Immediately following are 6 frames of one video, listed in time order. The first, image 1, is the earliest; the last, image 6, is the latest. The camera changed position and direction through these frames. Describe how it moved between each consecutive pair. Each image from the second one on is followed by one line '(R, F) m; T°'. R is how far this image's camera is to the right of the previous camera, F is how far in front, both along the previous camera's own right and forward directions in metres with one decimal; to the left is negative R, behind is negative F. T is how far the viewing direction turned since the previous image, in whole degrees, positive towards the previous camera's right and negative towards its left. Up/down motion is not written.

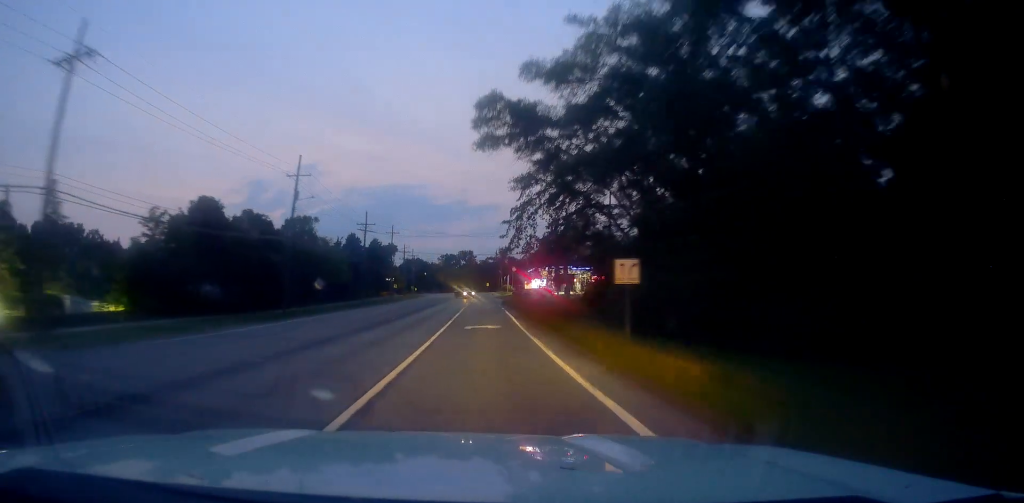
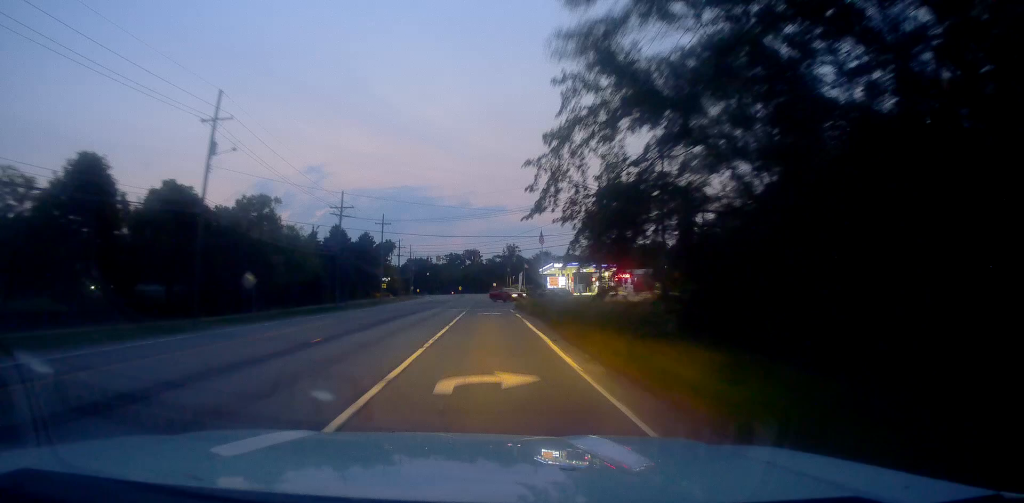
(+0.5, +19.7) m; 0°
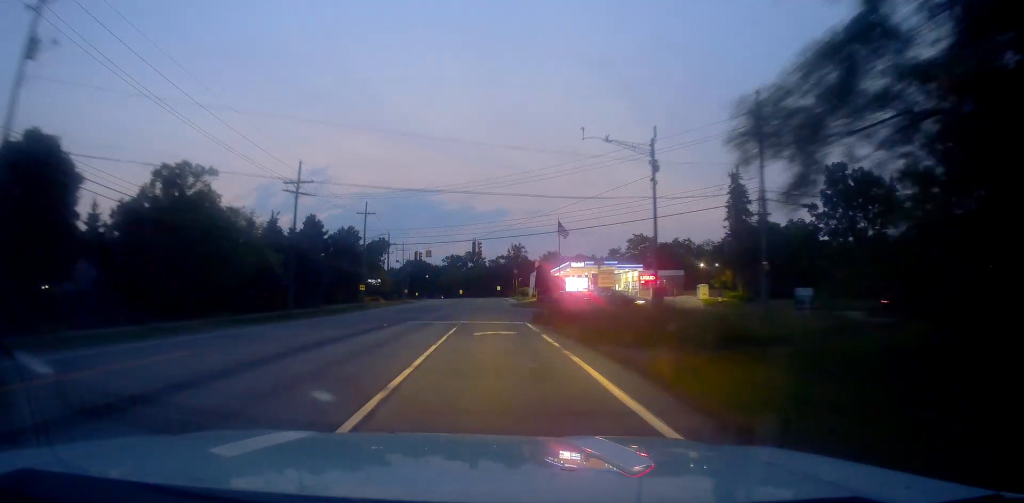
(-0.5, +19.3) m; -2°
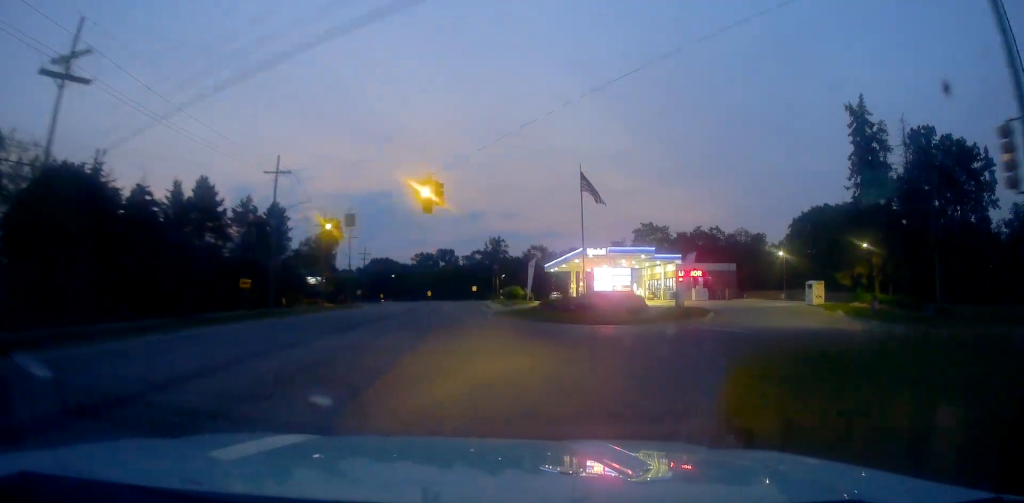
(-0.2, +41.5) m; 0°
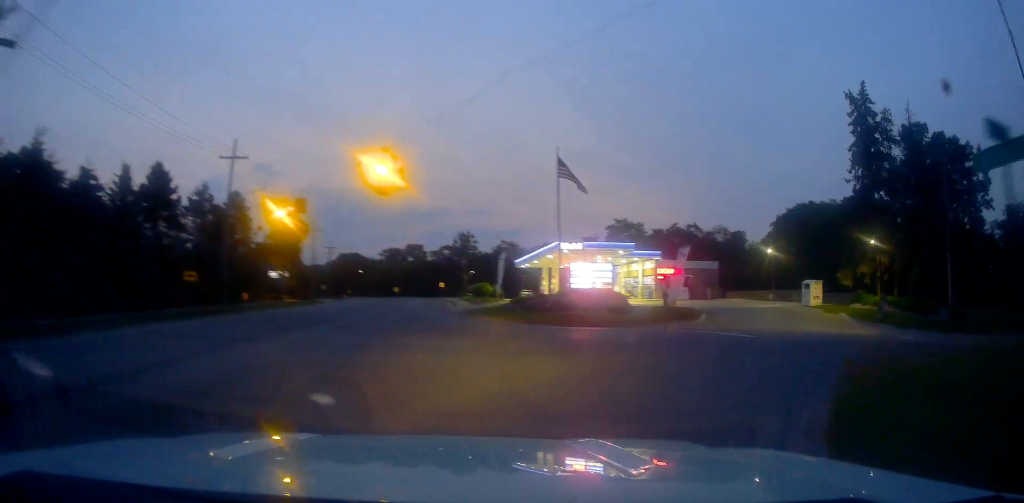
(+0.1, +6.0) m; 0°
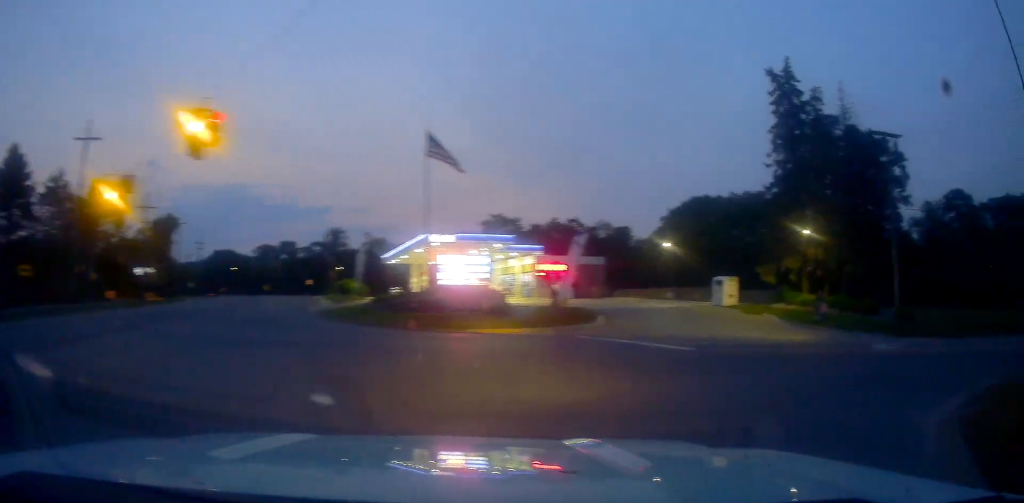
(+0.1, +9.8) m; +3°
